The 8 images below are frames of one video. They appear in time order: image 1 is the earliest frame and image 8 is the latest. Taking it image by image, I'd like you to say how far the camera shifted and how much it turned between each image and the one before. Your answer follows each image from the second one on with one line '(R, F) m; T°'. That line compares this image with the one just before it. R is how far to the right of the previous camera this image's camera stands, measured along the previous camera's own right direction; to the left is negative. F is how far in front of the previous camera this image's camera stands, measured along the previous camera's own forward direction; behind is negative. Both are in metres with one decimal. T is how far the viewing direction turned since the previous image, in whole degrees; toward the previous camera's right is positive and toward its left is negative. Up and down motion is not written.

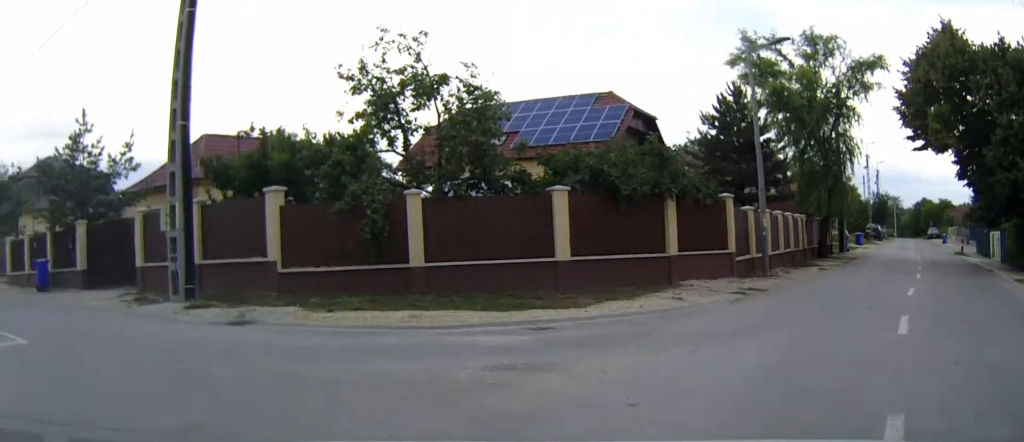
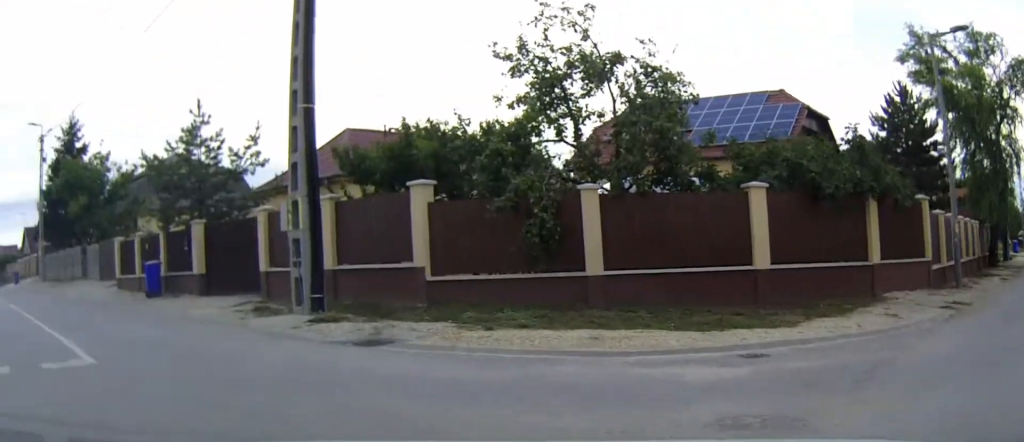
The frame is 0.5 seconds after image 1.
(-0.2, +1.9) m; -12°
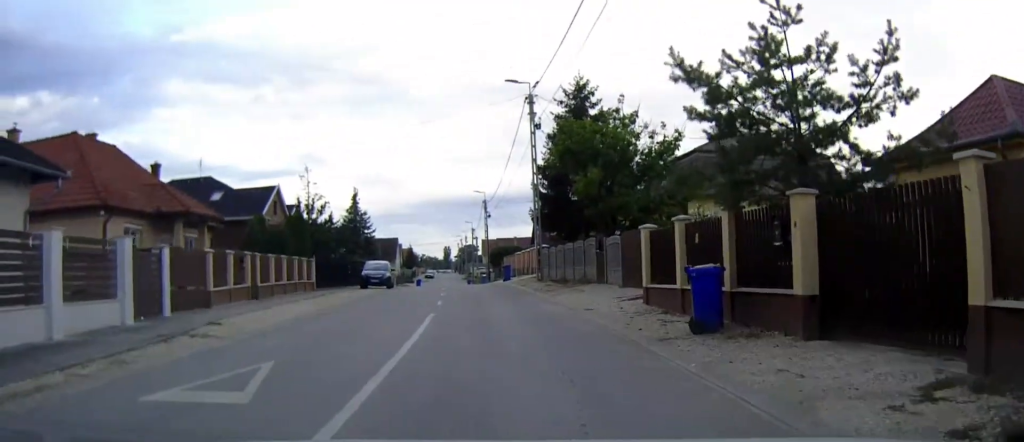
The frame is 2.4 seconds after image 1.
(-3.3, +8.0) m; -37°
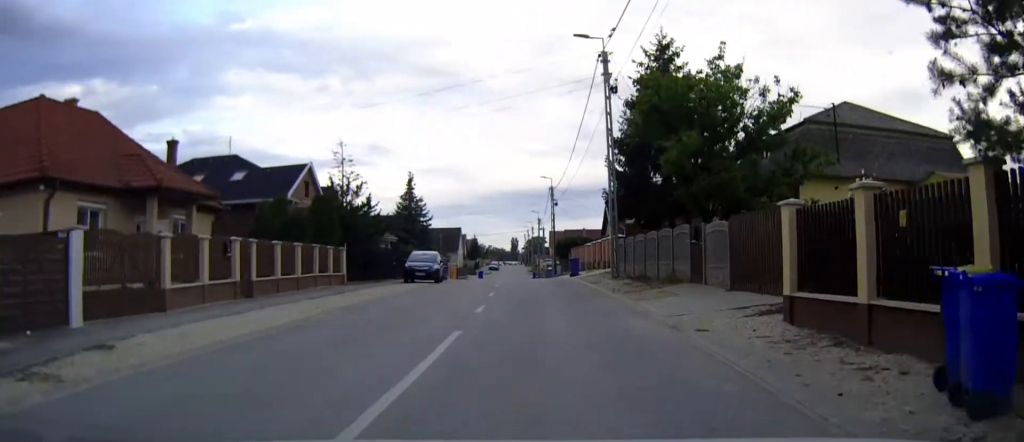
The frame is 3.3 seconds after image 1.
(-0.4, +5.6) m; -7°
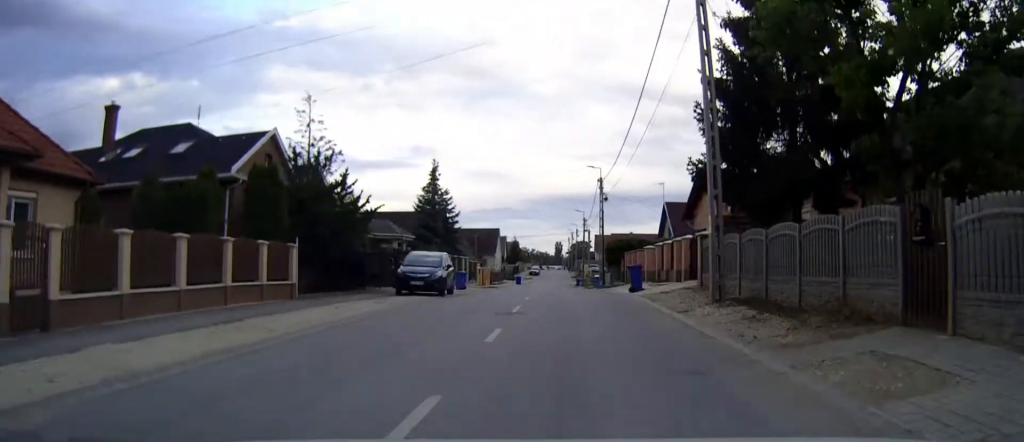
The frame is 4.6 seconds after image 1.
(-0.5, +10.3) m; -3°
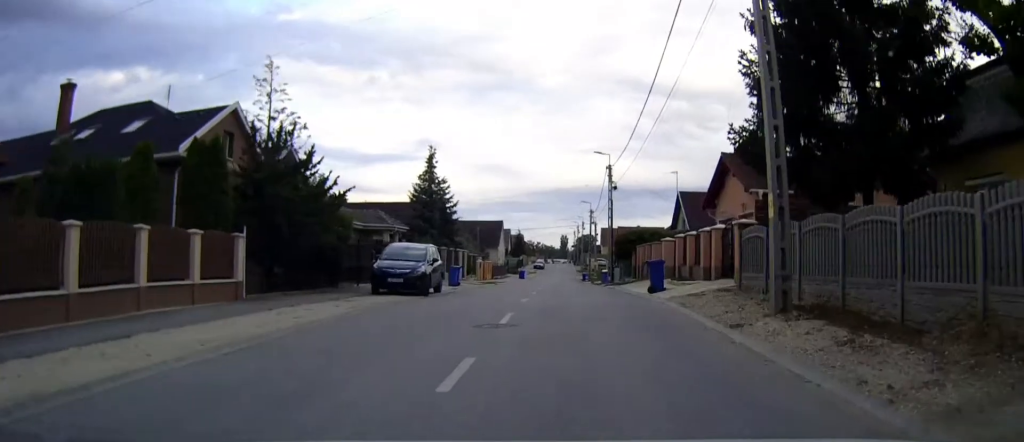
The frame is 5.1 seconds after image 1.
(0.0, +3.7) m; 0°
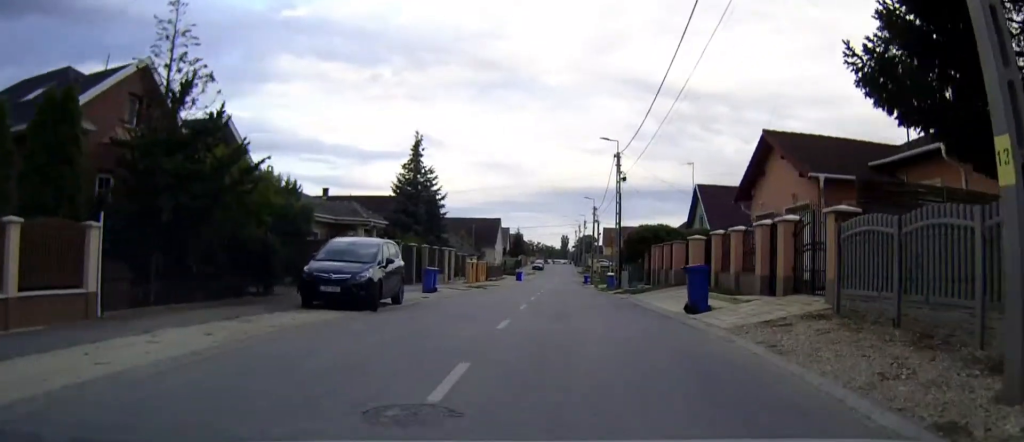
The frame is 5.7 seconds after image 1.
(0.0, +6.6) m; 0°
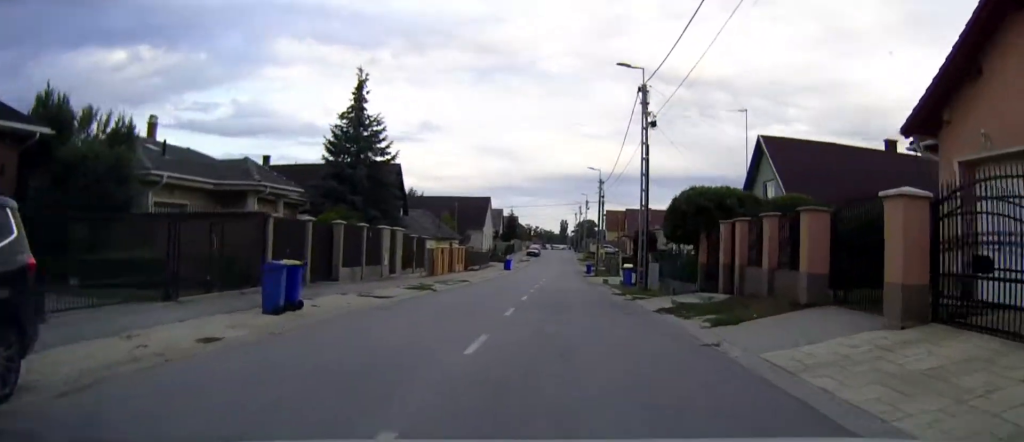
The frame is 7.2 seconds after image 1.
(-0.1, +14.9) m; 0°
